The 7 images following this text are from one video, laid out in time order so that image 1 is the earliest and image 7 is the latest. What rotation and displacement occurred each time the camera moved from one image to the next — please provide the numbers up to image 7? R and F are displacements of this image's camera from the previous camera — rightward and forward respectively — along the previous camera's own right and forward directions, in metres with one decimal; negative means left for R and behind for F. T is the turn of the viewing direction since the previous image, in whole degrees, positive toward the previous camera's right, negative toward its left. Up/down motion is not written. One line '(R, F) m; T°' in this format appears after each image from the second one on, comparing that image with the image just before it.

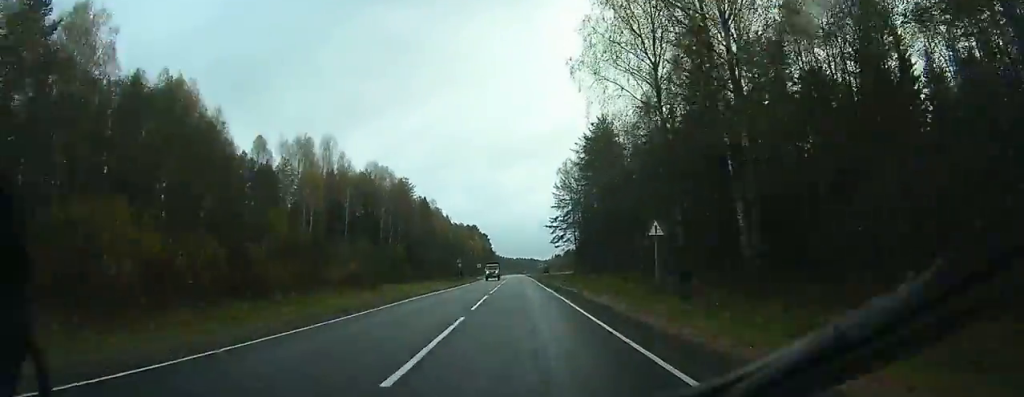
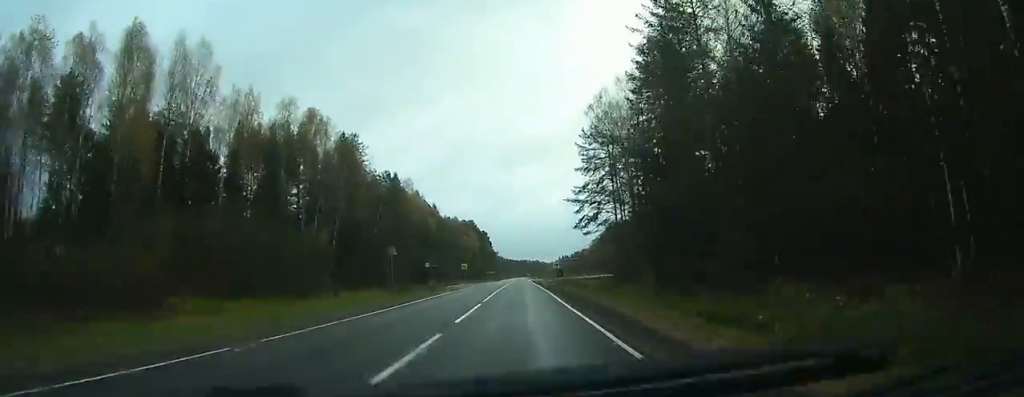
(+0.2, +51.4) m; 0°
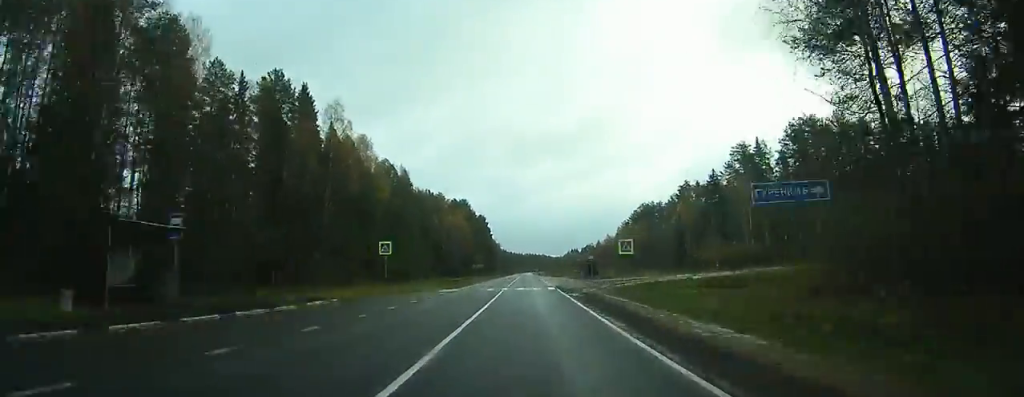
(-0.1, +65.0) m; 0°
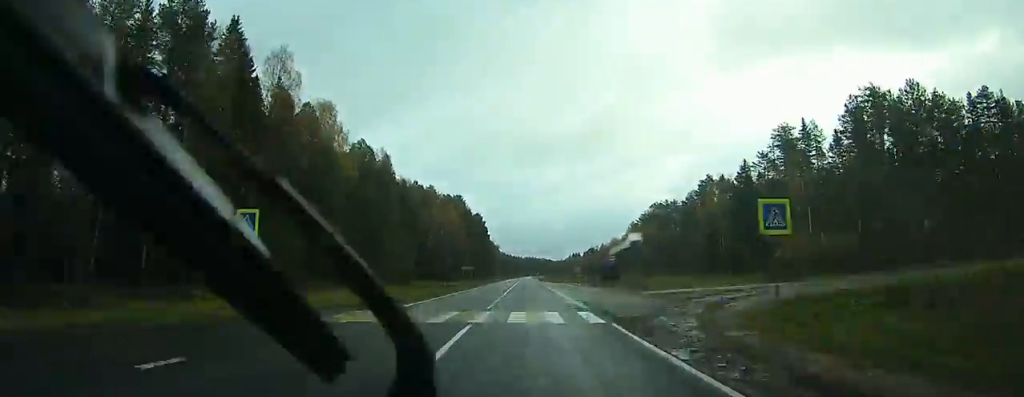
(0.0, +22.2) m; 0°
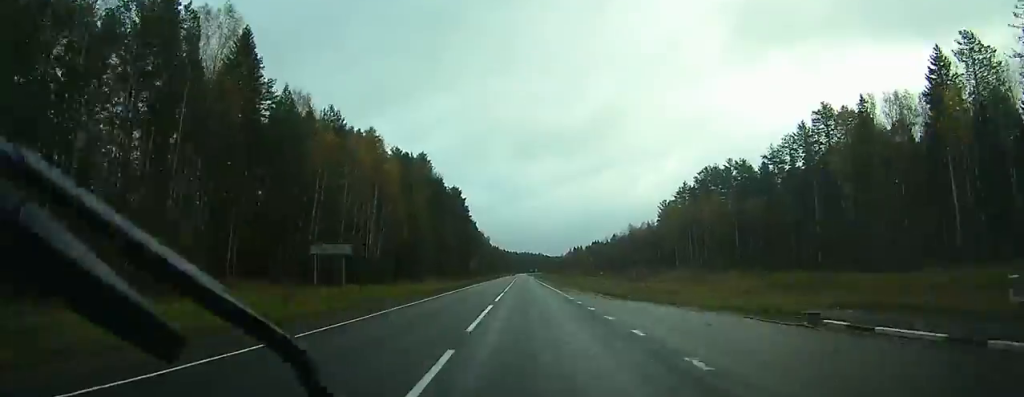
(+0.1, +69.7) m; 0°
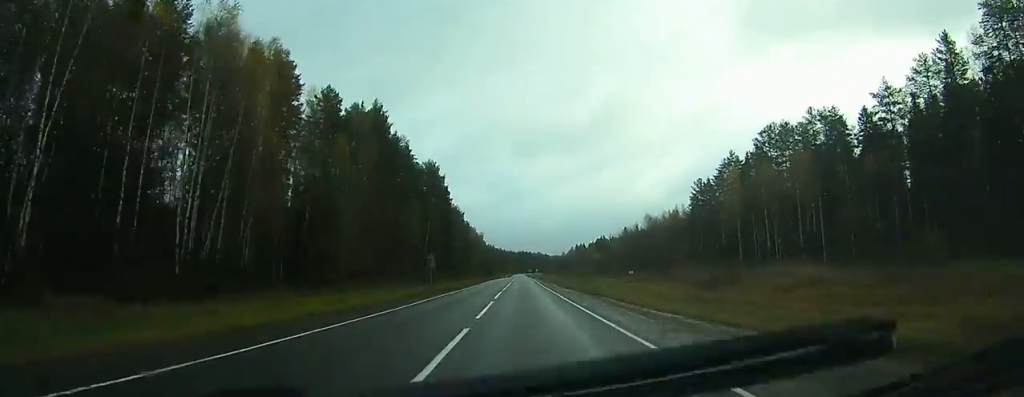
(-0.1, +44.0) m; 0°
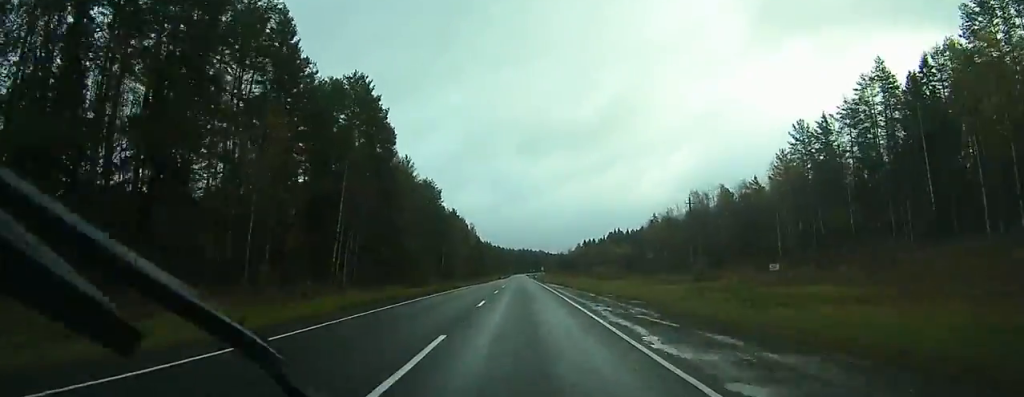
(-0.2, +62.2) m; 0°
